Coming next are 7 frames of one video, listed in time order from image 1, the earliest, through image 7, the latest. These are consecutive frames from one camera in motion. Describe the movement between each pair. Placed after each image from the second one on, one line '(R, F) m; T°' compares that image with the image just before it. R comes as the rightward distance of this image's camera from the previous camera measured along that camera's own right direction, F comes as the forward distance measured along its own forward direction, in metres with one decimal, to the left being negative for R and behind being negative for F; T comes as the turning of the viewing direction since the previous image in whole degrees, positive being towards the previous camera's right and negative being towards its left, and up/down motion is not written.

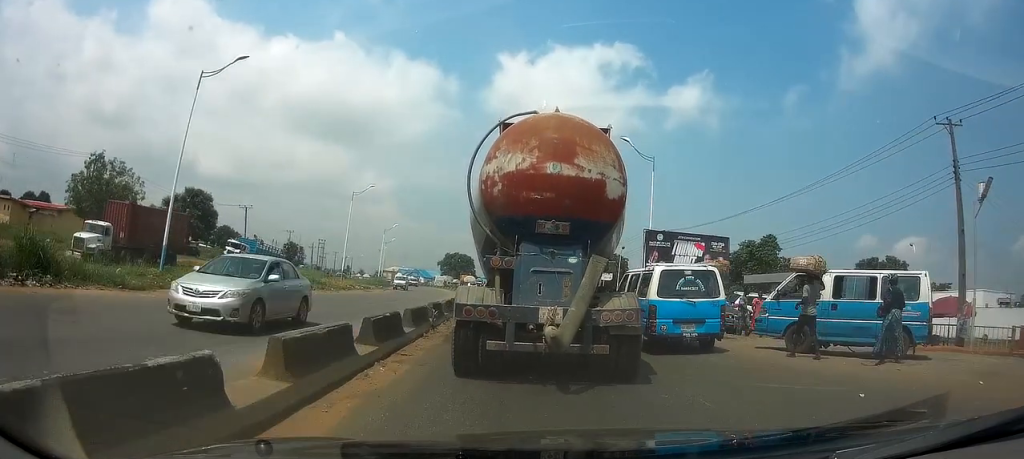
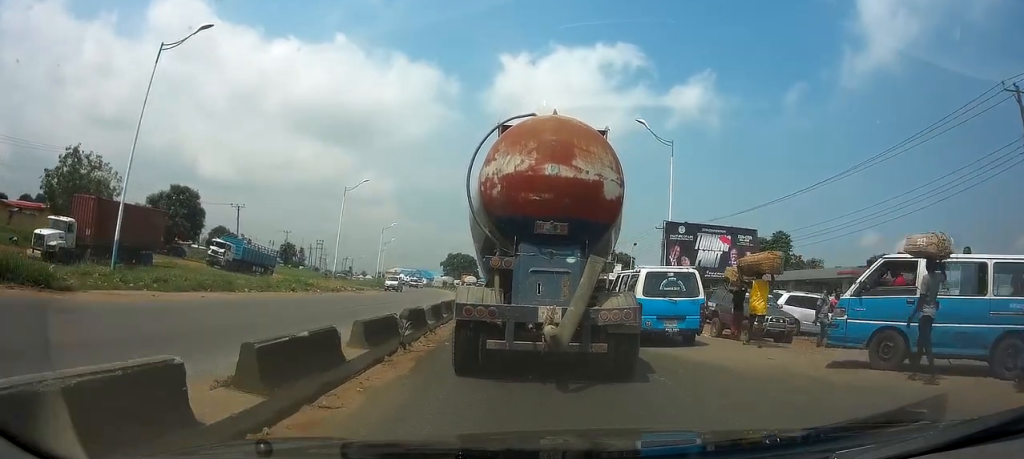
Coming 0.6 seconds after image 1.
(0.0, +4.2) m; 0°
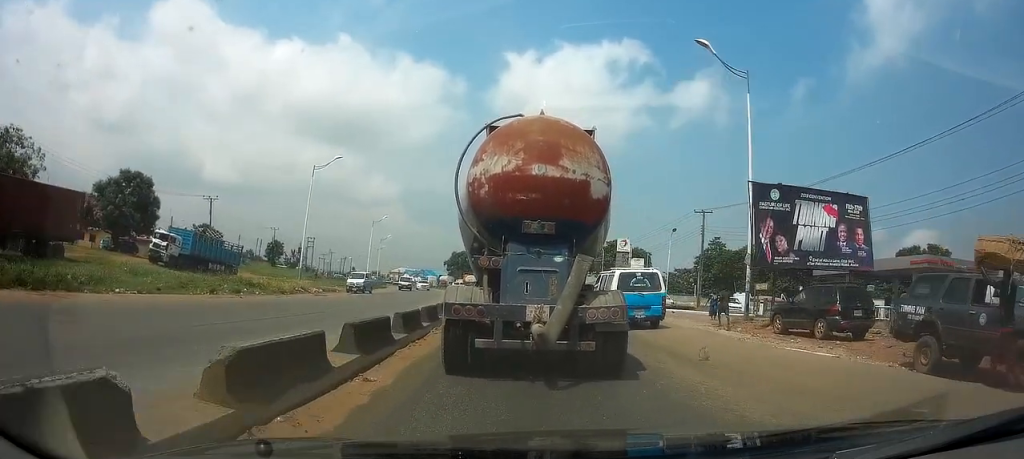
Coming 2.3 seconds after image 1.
(0.0, +11.5) m; 0°
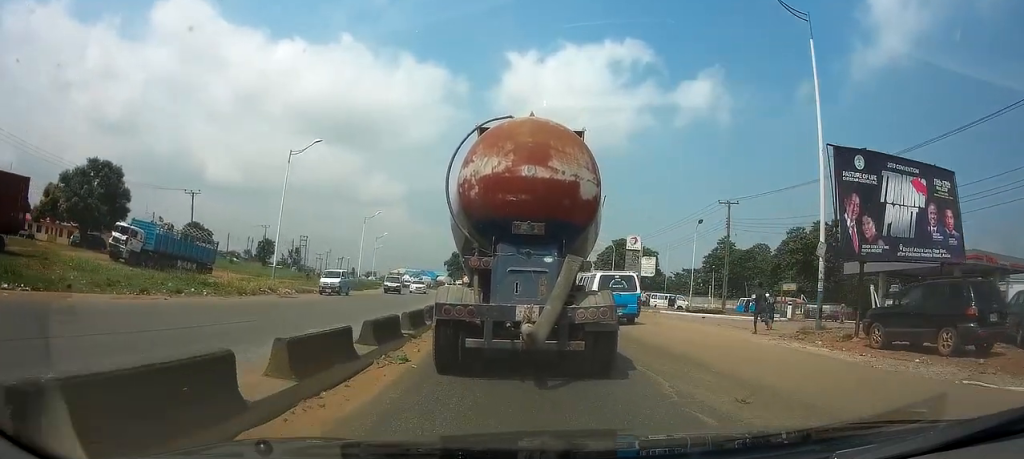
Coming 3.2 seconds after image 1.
(0.0, +6.1) m; -1°
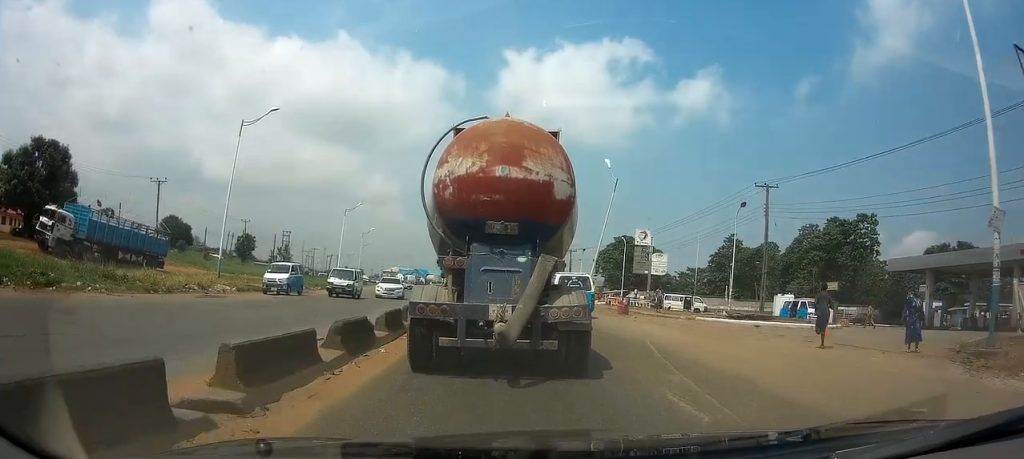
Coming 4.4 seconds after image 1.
(-0.1, +8.1) m; 0°
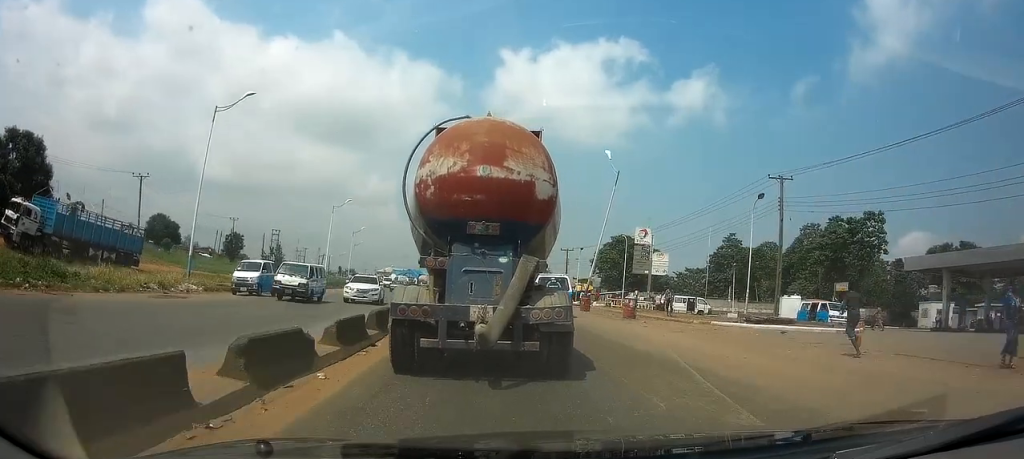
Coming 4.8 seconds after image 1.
(+0.1, +3.1) m; 0°
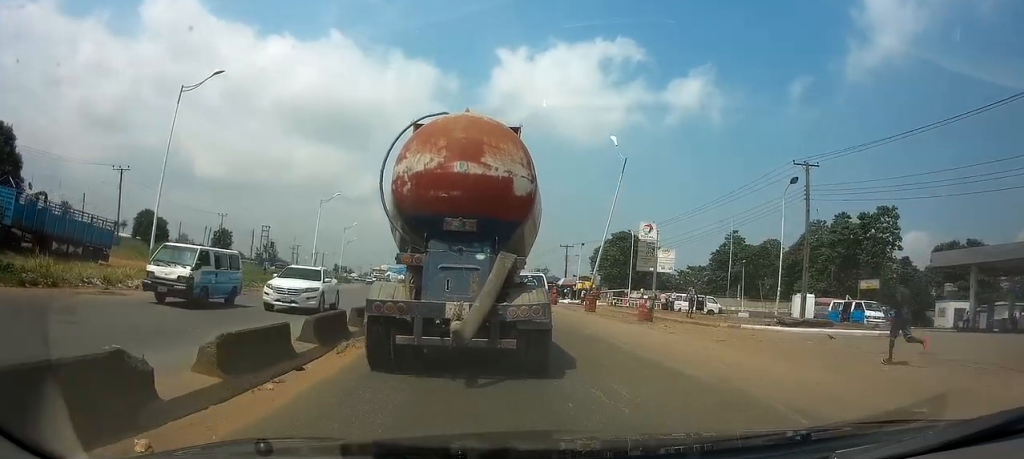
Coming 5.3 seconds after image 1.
(0.0, +3.7) m; 0°
